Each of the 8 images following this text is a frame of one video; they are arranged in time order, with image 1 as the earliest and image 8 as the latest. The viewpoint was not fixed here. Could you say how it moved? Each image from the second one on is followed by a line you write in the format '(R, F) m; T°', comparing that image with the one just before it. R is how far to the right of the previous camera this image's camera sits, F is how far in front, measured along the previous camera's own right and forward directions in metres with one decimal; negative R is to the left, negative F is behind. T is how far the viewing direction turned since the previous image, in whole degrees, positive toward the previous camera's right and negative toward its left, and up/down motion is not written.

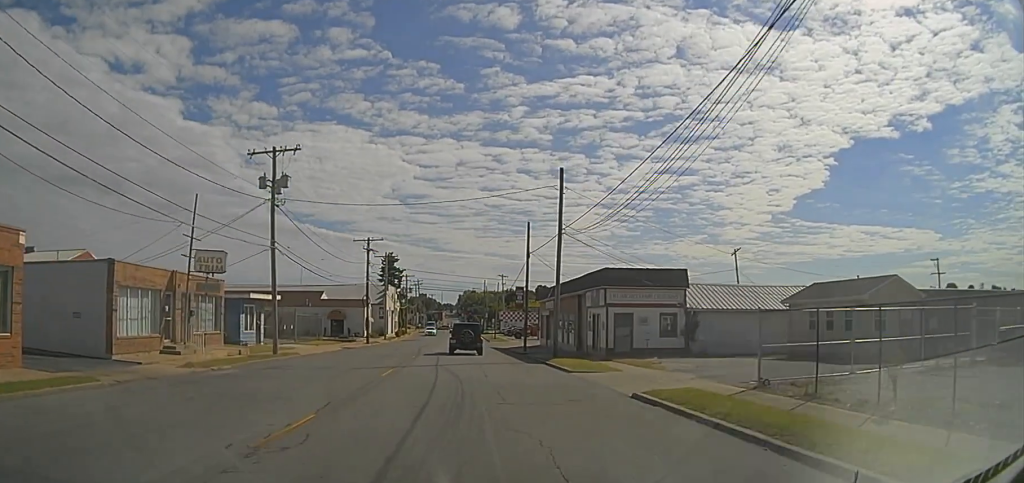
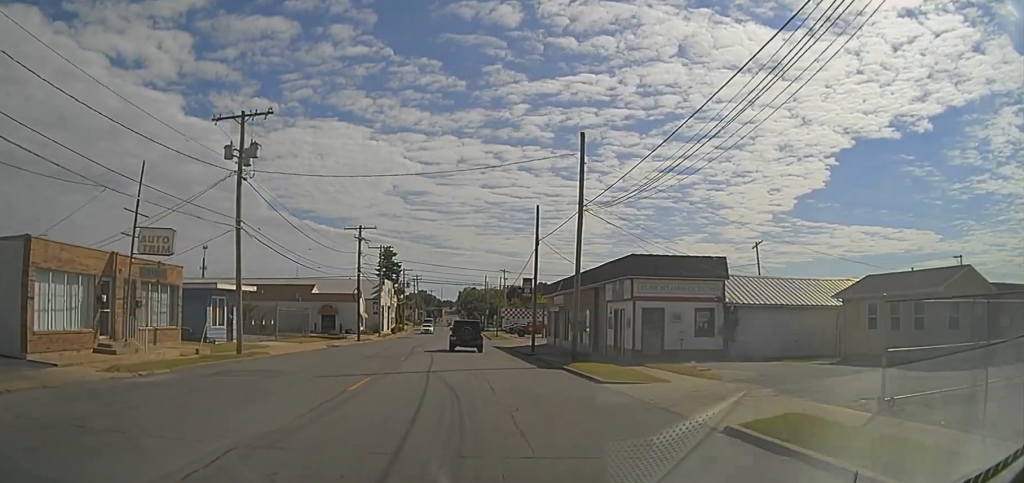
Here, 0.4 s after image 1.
(-0.1, +5.4) m; -1°
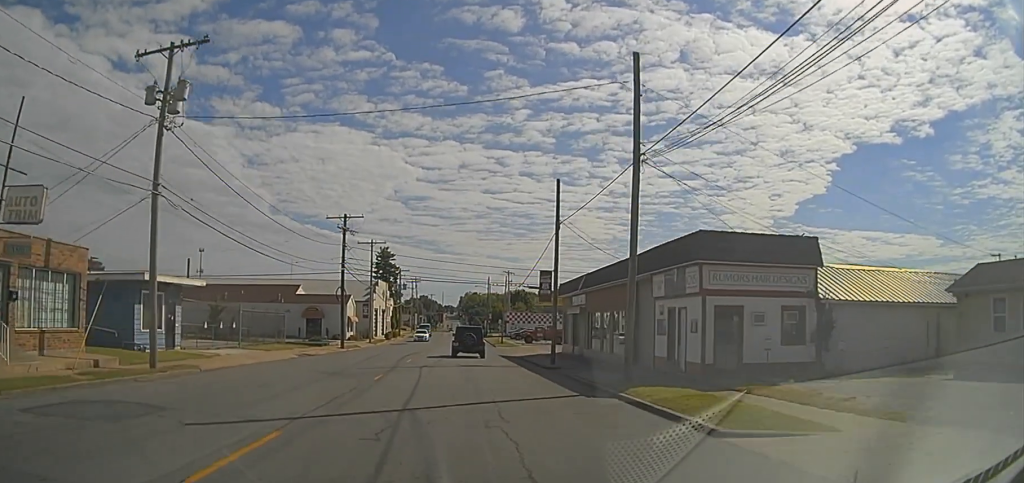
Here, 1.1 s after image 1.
(0.0, +8.3) m; +1°
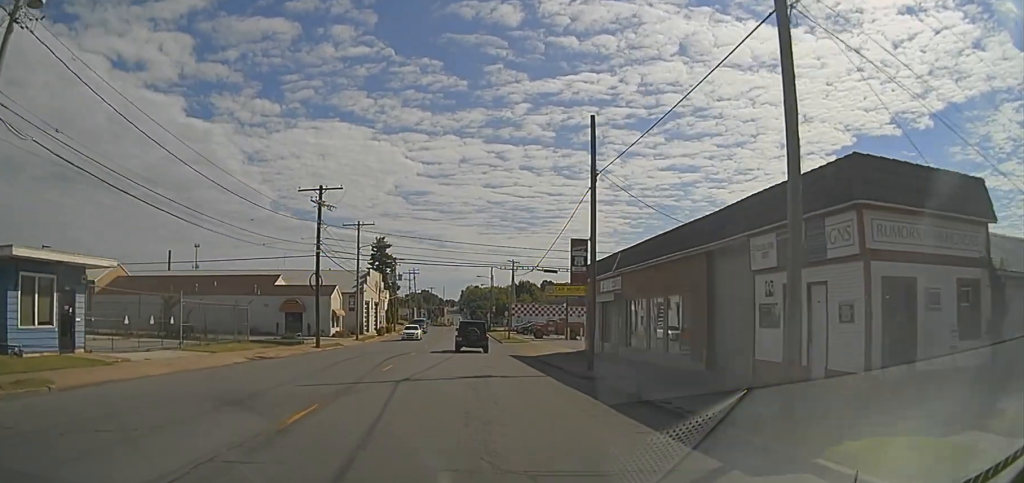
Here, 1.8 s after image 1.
(+0.1, +8.9) m; +1°
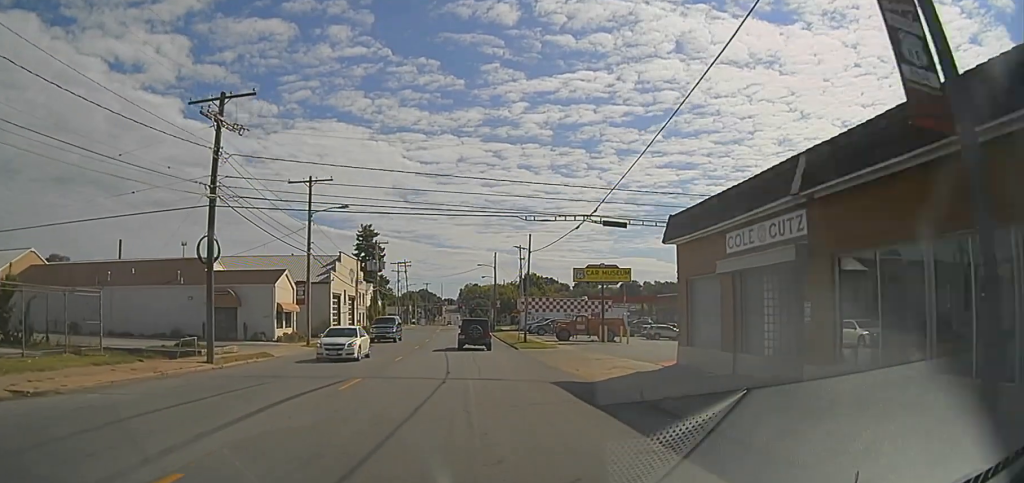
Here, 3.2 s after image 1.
(+0.1, +18.4) m; -2°
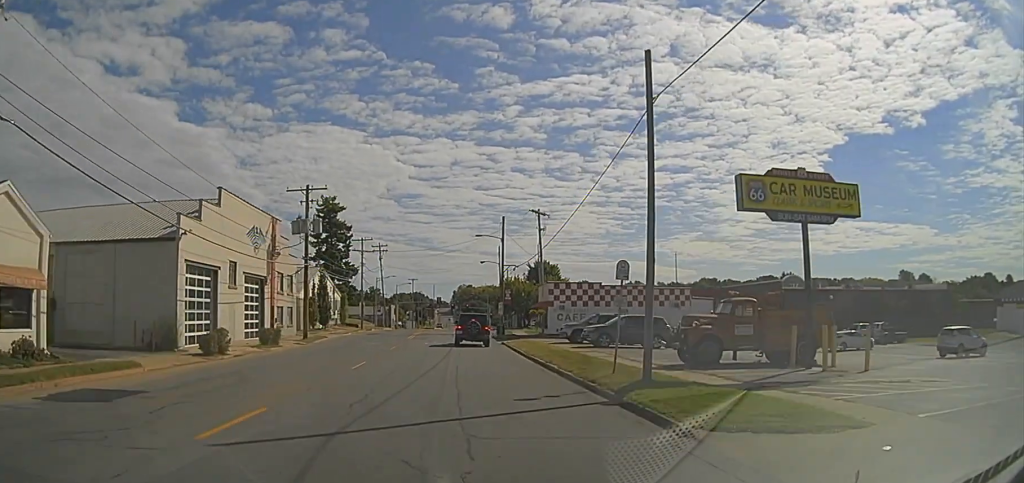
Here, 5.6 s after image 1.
(+0.7, +31.4) m; +2°
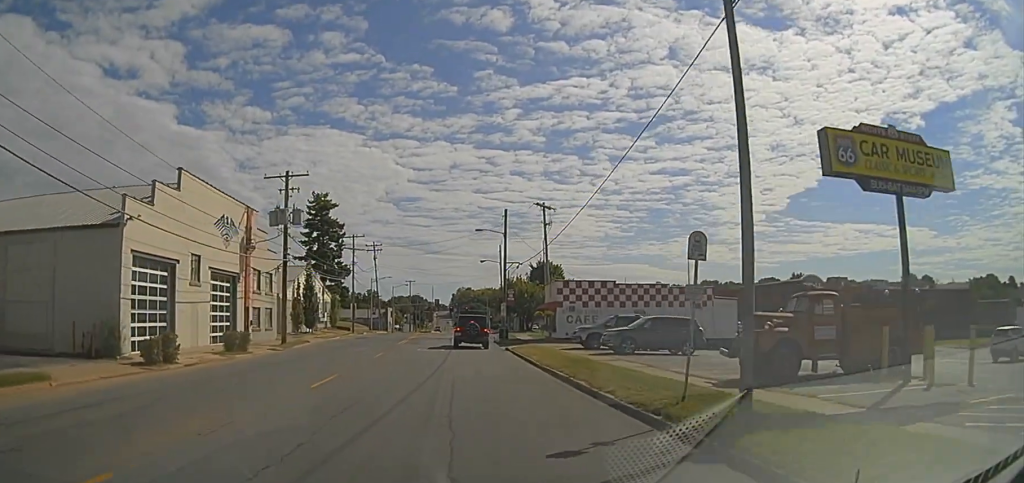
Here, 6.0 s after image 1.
(-0.2, +5.1) m; 0°
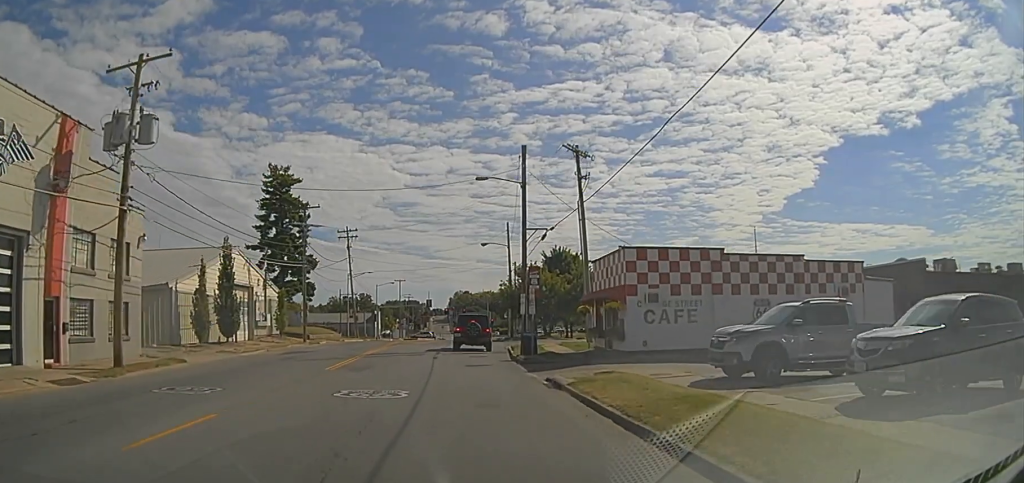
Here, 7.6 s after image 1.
(+0.2, +20.2) m; 0°
